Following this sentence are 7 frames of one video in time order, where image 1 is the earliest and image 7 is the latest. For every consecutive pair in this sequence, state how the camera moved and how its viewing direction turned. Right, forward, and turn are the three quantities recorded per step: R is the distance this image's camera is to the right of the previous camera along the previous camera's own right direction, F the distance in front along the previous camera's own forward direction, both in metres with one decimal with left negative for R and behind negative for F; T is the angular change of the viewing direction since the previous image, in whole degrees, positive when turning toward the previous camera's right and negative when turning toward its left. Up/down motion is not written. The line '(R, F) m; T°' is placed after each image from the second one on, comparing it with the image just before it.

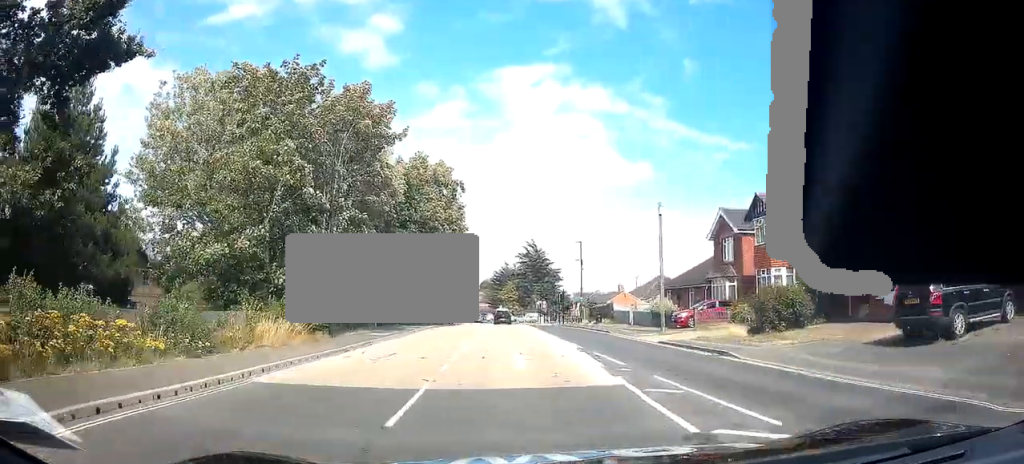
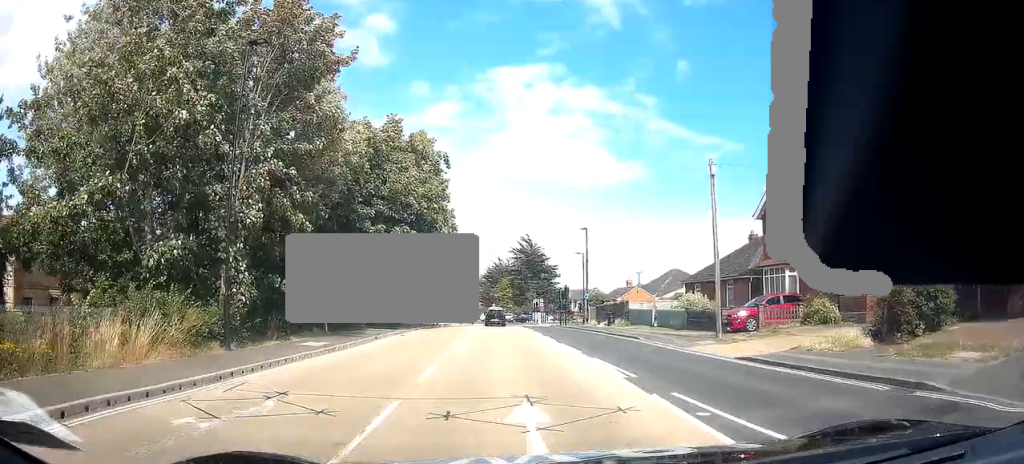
(+0.2, +9.2) m; -1°
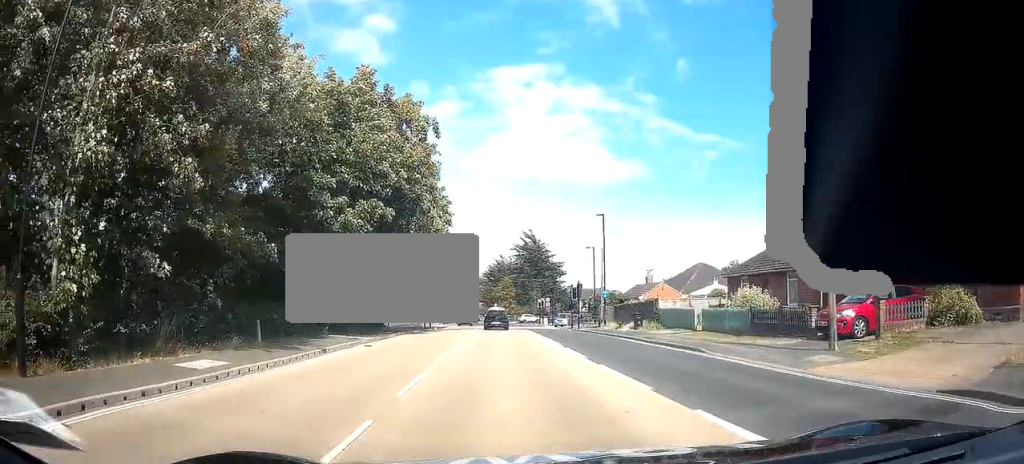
(-0.4, +8.1) m; -2°
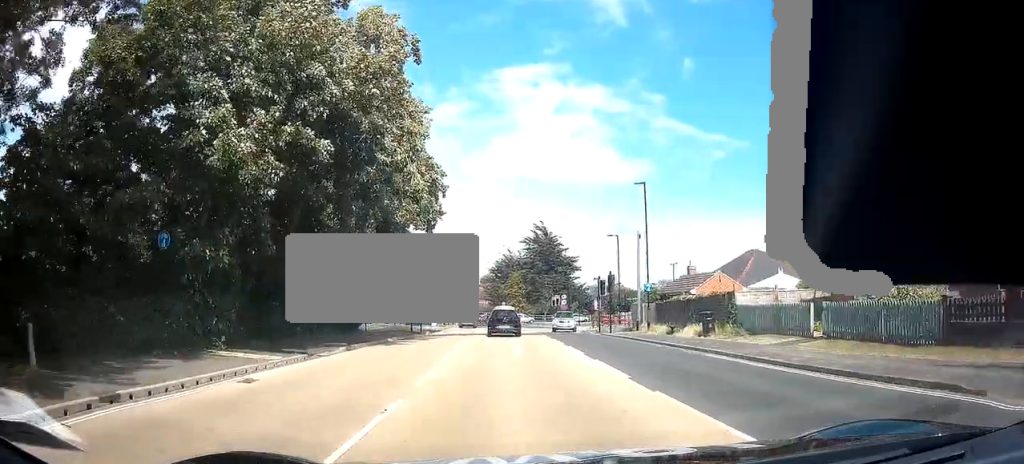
(+0.3, +10.8) m; +3°
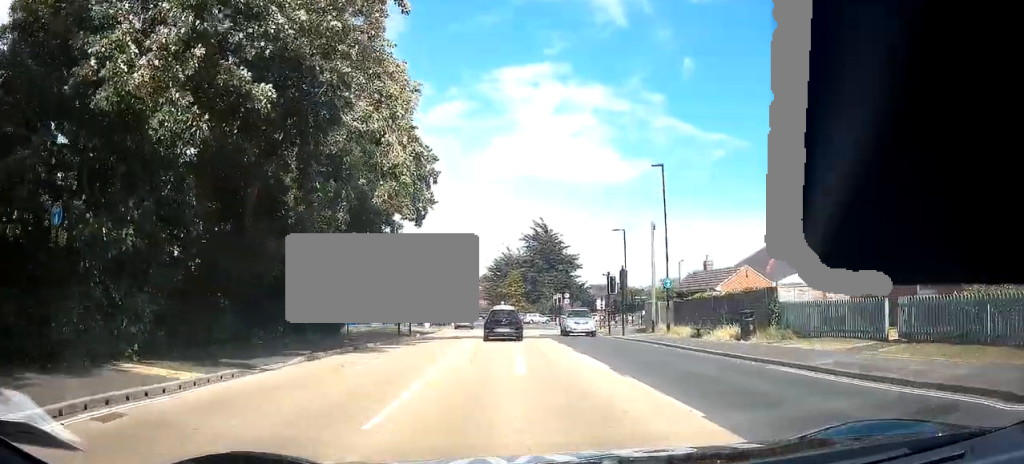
(0.0, +4.2) m; +2°
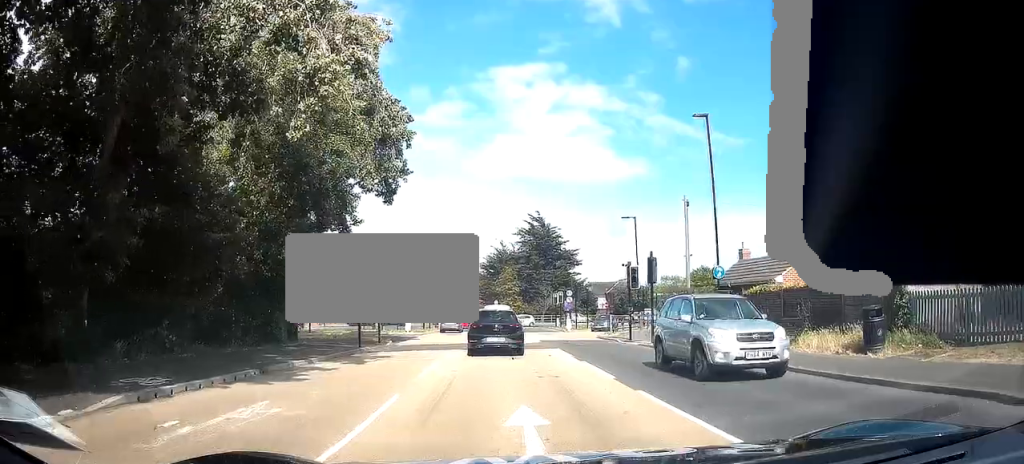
(+0.4, +8.1) m; +4°
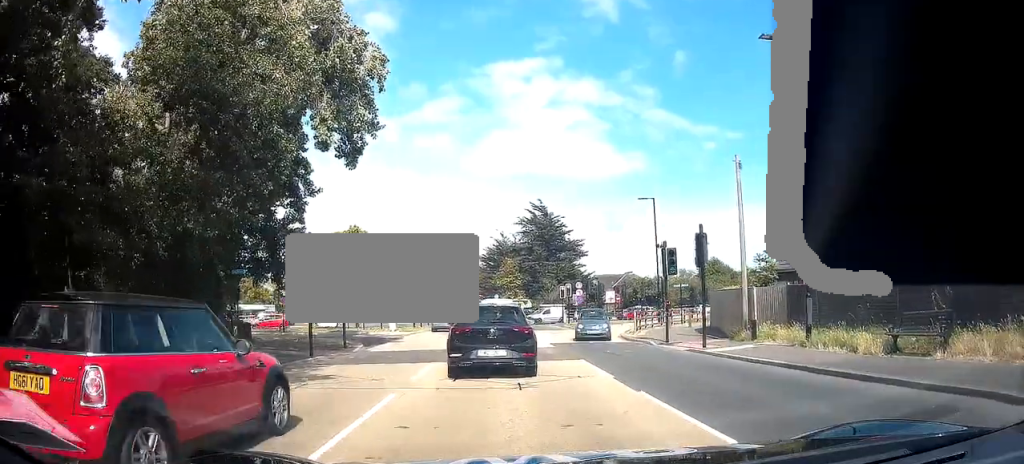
(+0.4, +7.9) m; -1°
